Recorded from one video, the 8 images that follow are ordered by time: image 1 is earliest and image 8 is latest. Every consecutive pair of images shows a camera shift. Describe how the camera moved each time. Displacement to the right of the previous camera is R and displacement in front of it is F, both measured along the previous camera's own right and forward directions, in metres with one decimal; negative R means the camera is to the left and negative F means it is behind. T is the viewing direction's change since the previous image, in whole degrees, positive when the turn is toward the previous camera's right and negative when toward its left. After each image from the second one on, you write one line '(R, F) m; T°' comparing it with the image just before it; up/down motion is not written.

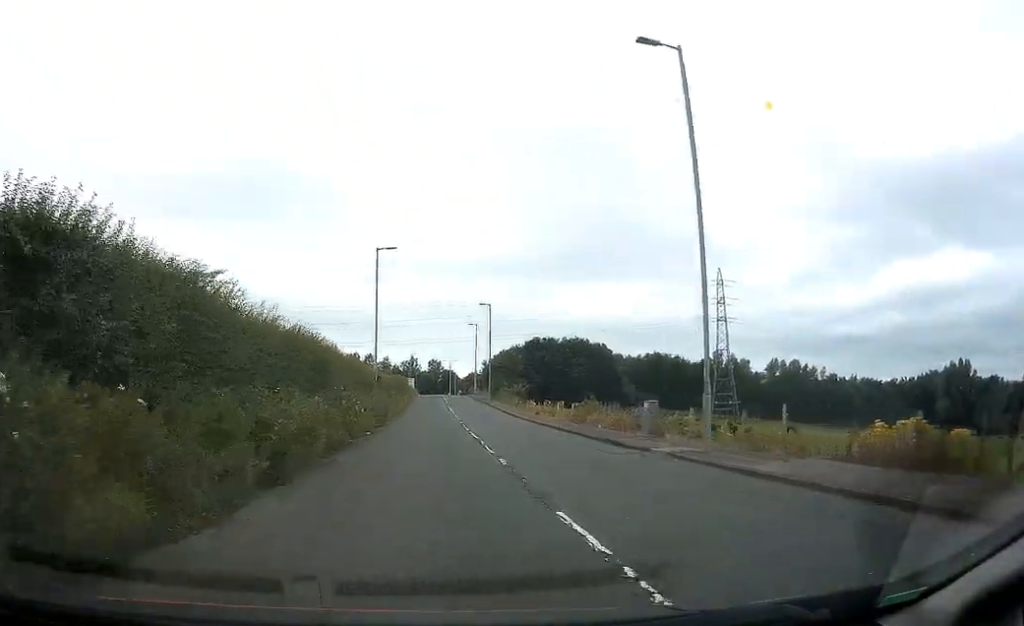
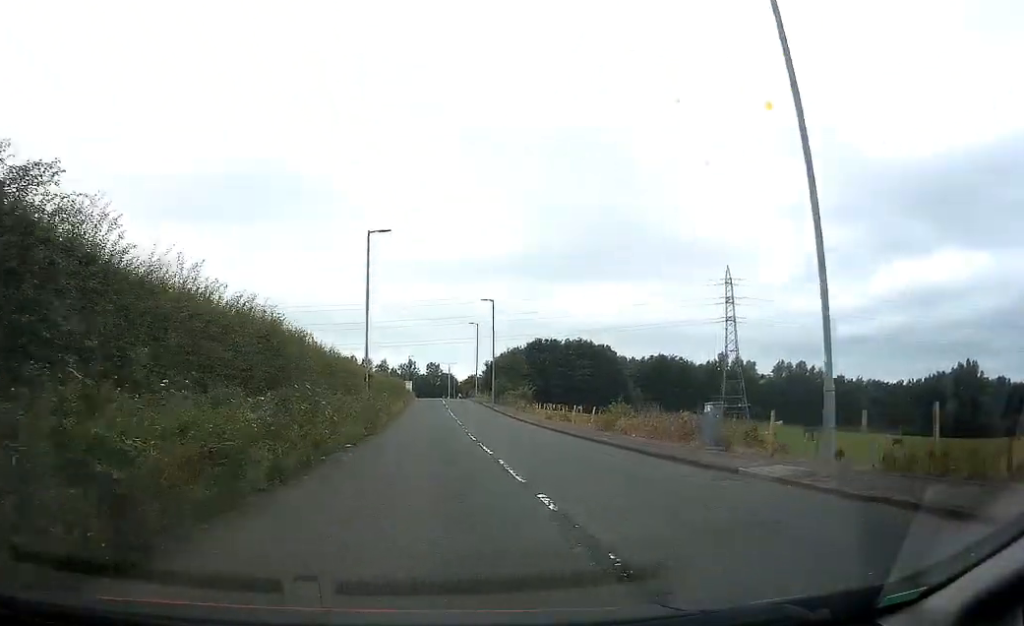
(-0.2, +5.5) m; 0°
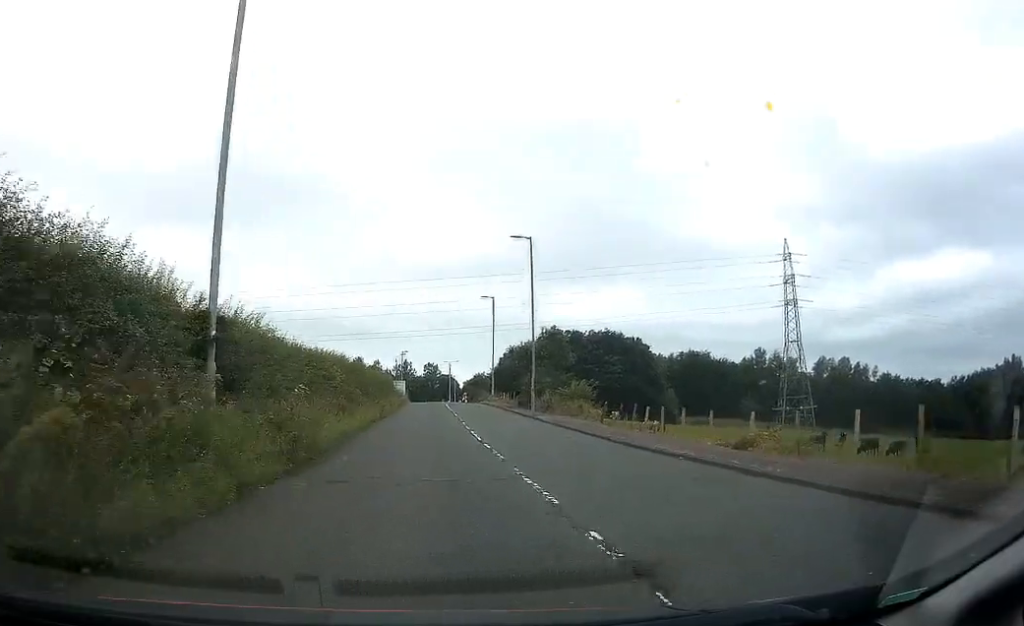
(+0.7, +27.1) m; 0°
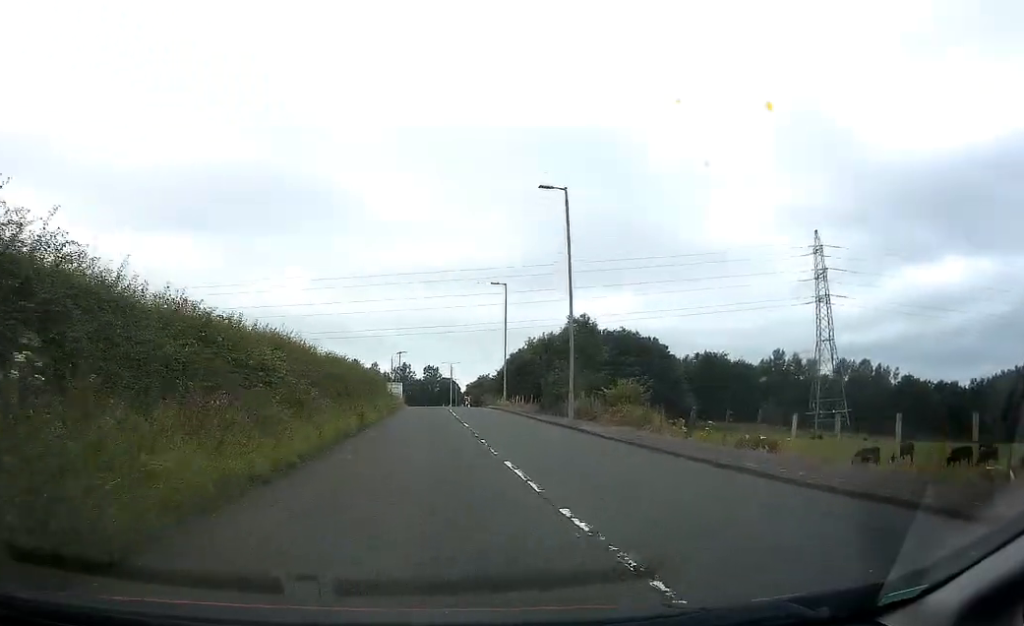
(-0.4, +11.0) m; 0°
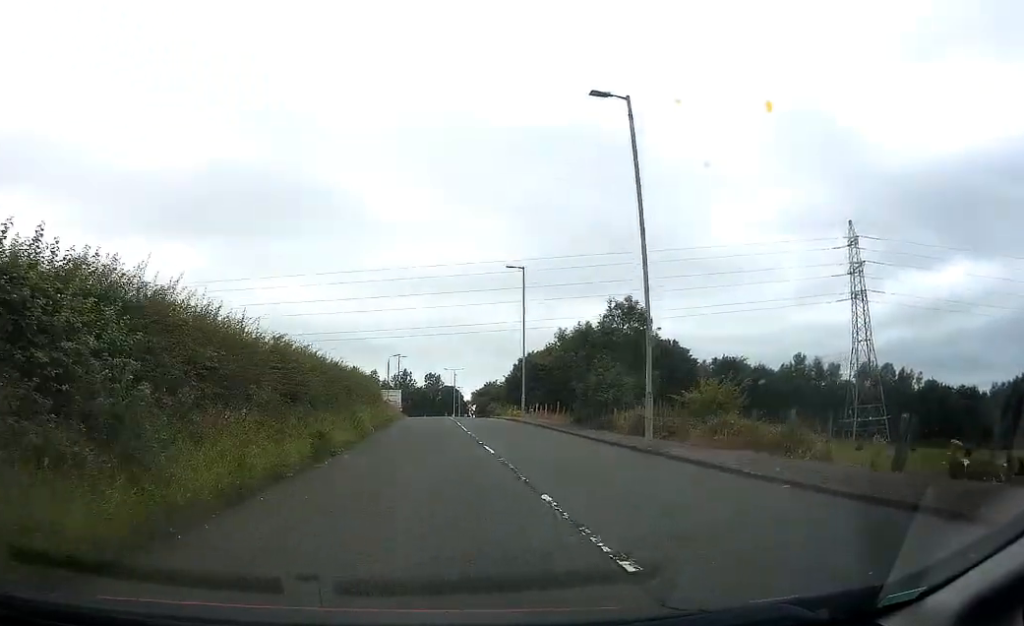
(+0.2, +10.0) m; +1°
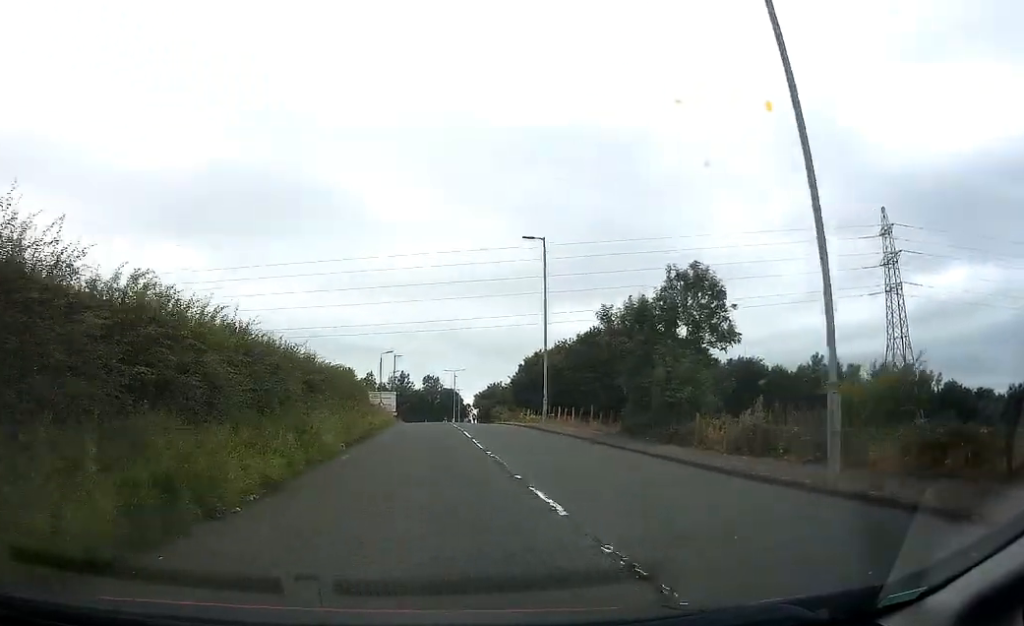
(+0.1, +9.5) m; +1°
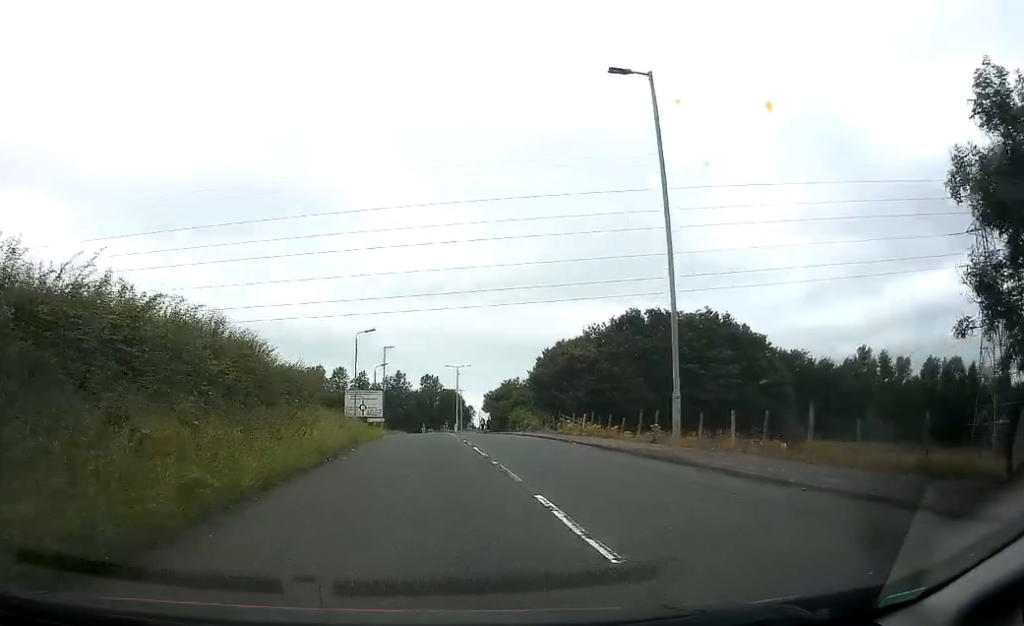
(0.0, +20.2) m; 0°
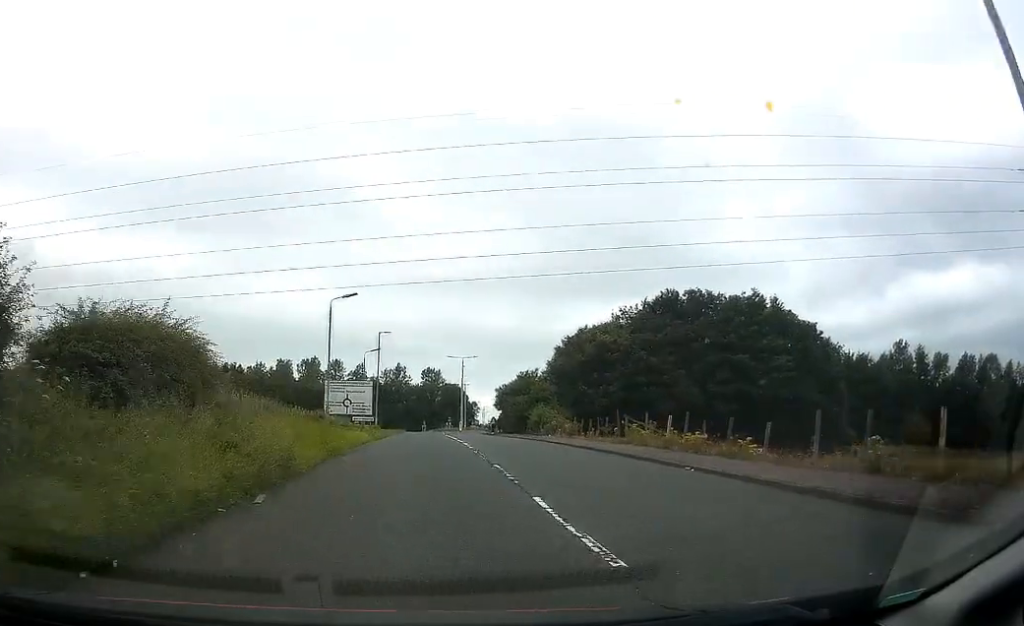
(-0.1, +12.5) m; -1°
